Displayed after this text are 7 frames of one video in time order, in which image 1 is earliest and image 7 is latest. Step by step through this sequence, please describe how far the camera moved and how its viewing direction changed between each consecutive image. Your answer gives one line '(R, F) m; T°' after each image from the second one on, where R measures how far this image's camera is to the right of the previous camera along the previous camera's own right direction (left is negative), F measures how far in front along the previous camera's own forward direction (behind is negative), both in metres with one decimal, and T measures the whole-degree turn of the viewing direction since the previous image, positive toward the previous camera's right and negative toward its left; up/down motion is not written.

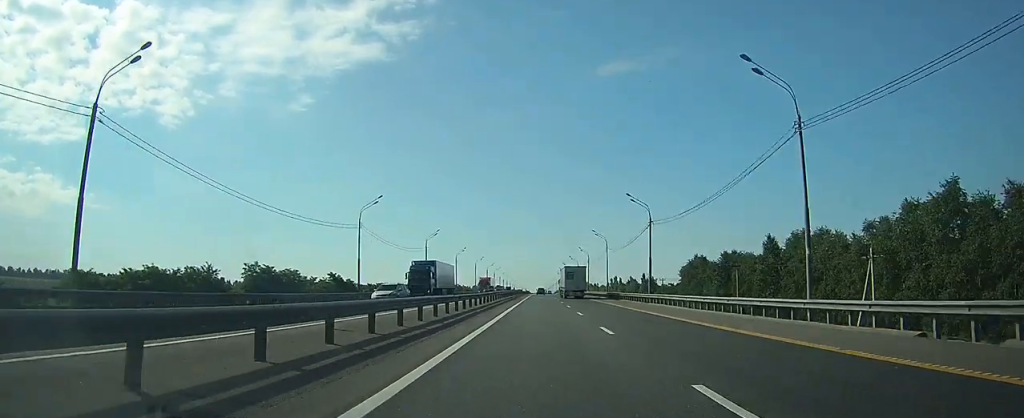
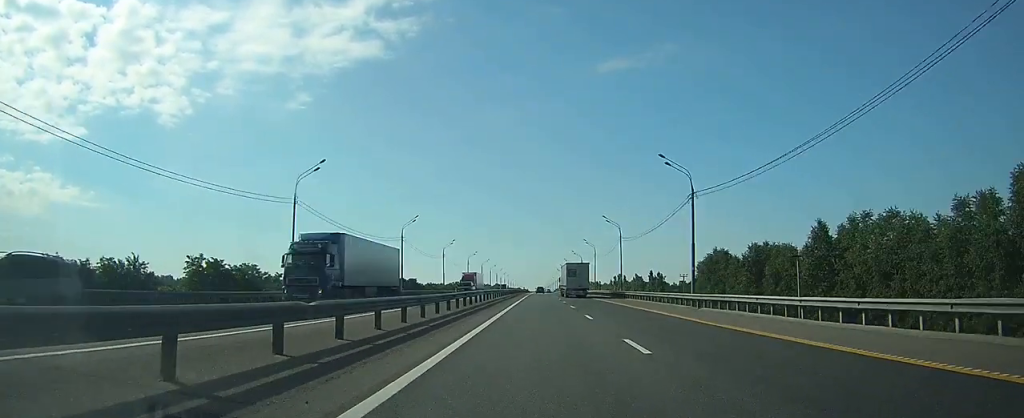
(0.0, +17.2) m; 0°
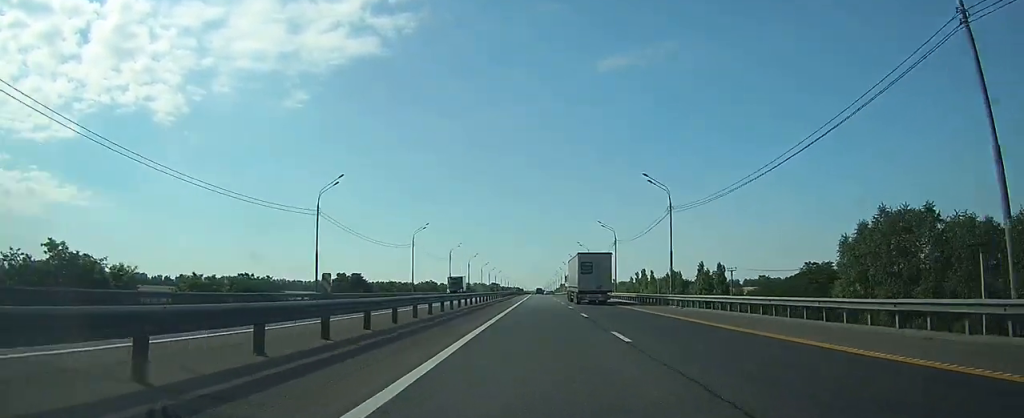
(0.0, +68.8) m; 0°
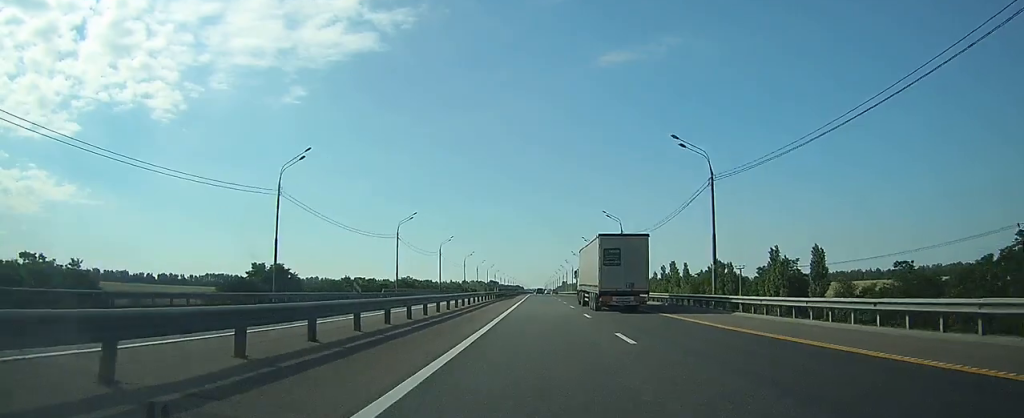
(+0.1, +48.1) m; 0°
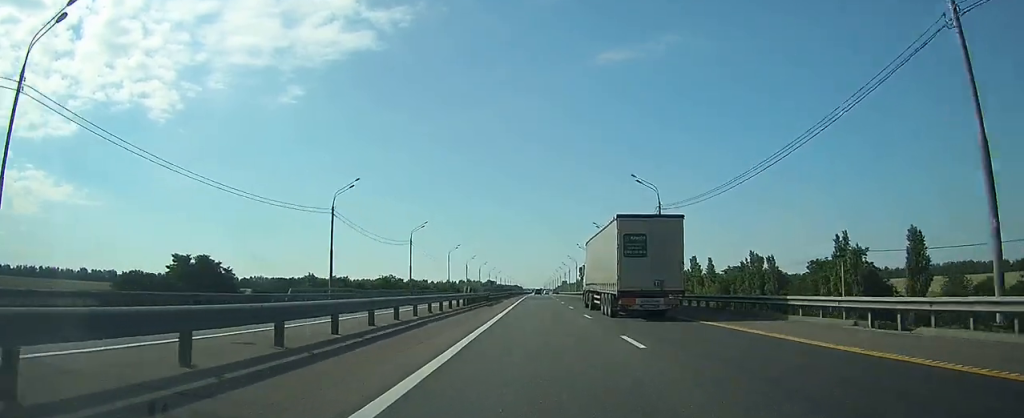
(0.0, +25.2) m; 0°
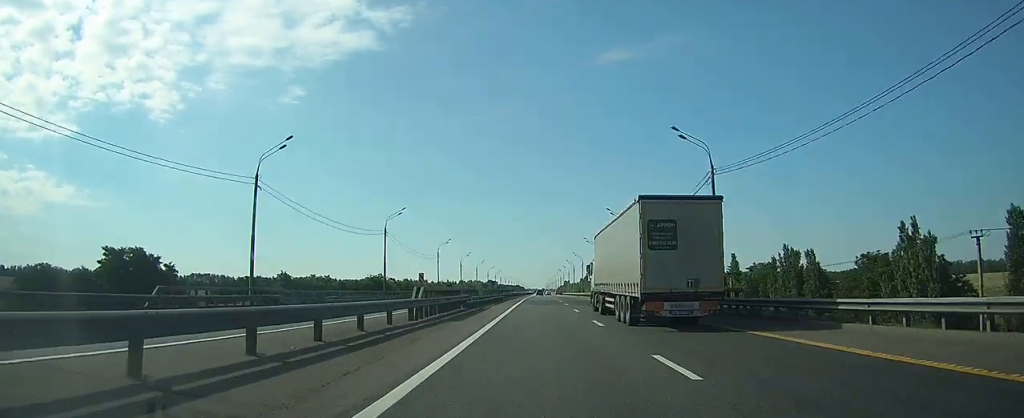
(0.0, +16.0) m; 0°
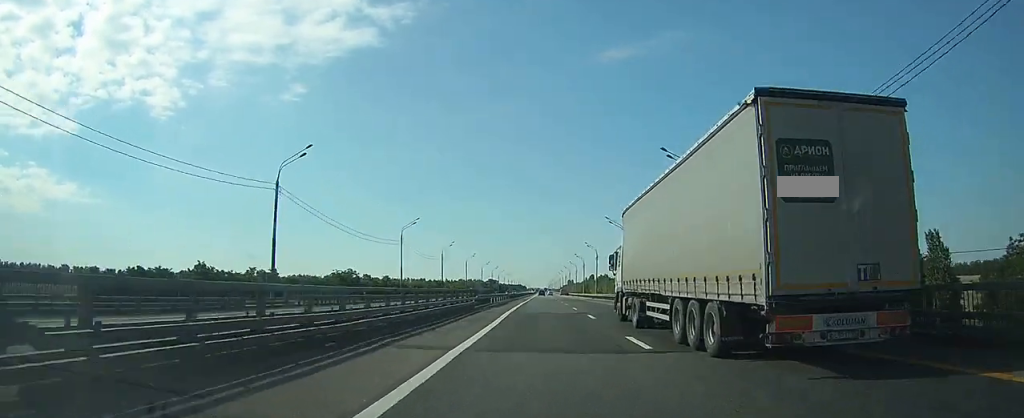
(-0.1, +32.0) m; 0°
